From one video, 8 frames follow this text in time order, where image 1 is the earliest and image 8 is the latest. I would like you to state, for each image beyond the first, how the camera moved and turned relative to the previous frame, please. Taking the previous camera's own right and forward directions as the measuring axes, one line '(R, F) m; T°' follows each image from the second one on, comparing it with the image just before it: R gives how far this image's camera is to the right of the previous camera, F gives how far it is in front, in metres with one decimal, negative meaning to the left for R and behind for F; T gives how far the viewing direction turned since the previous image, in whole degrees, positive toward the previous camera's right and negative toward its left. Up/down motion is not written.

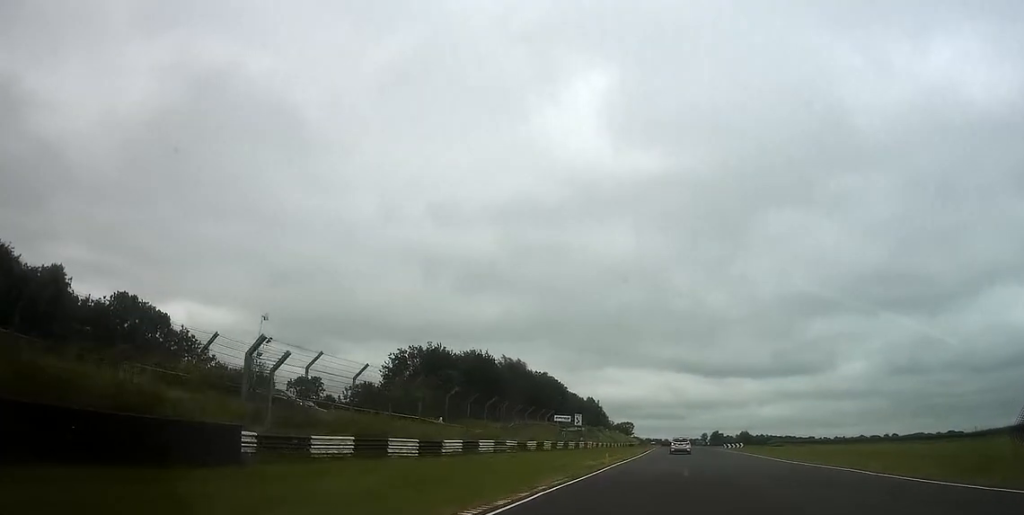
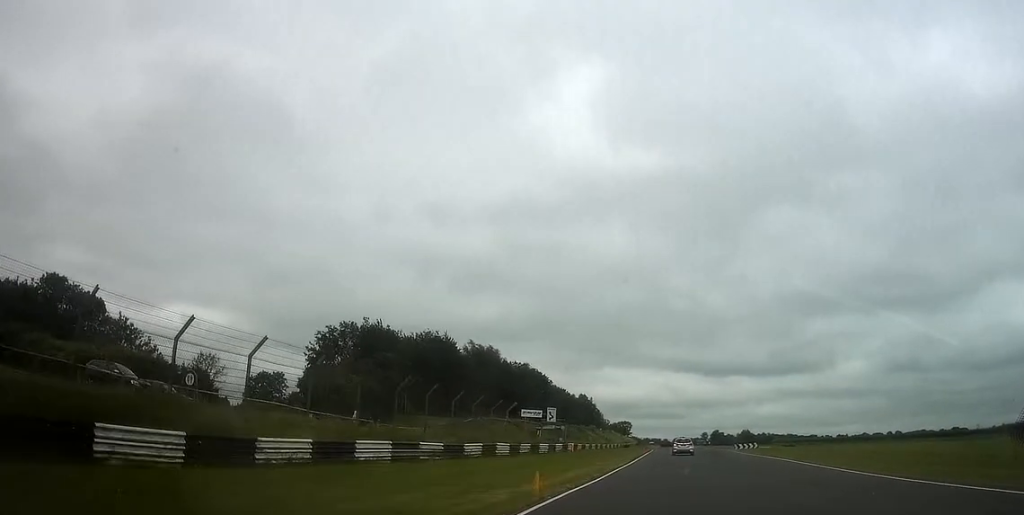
(+0.7, +19.3) m; +4°
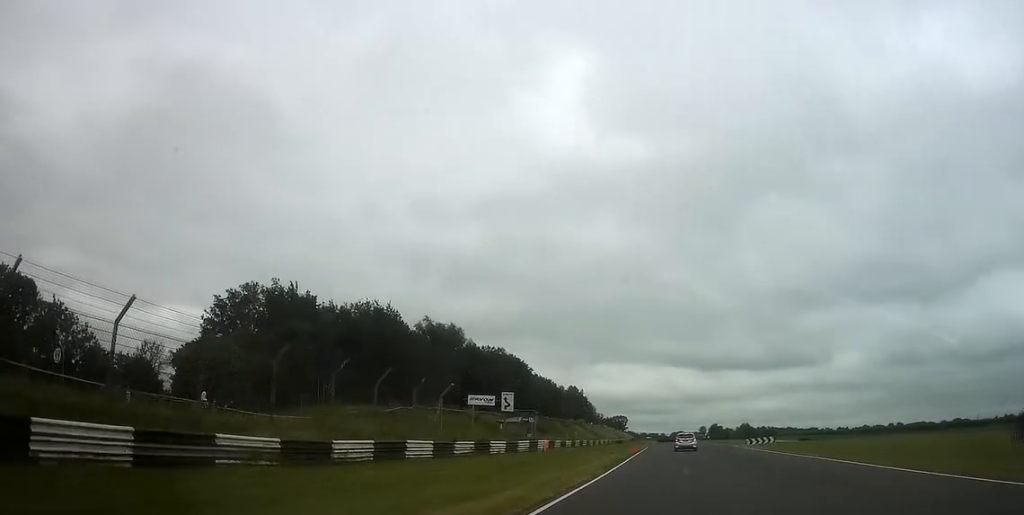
(+0.1, +18.9) m; +3°
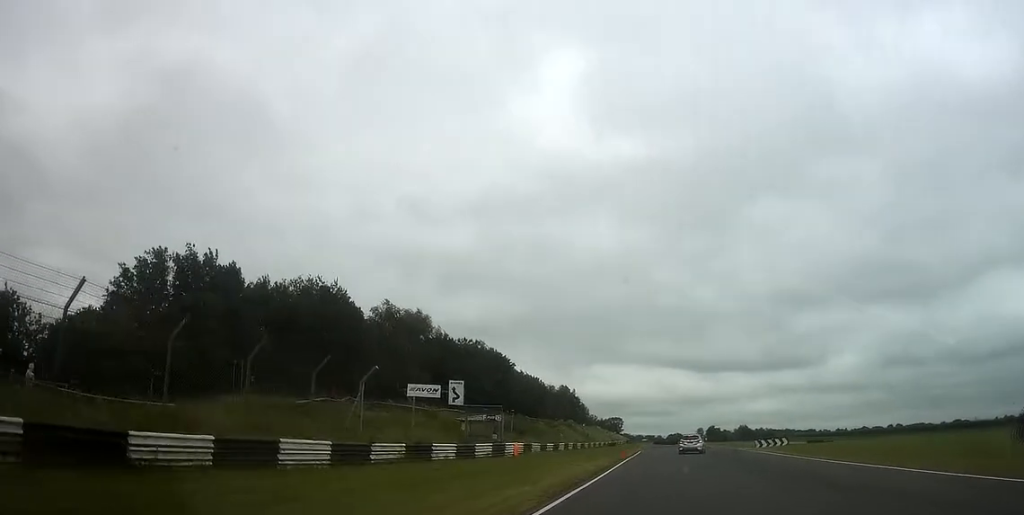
(+0.5, +14.5) m; +1°
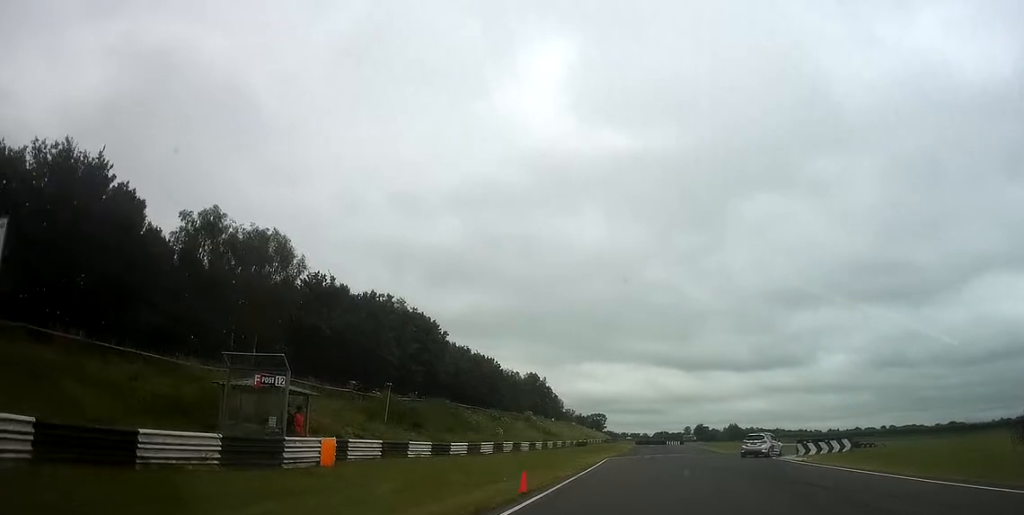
(+1.0, +36.4) m; +3°
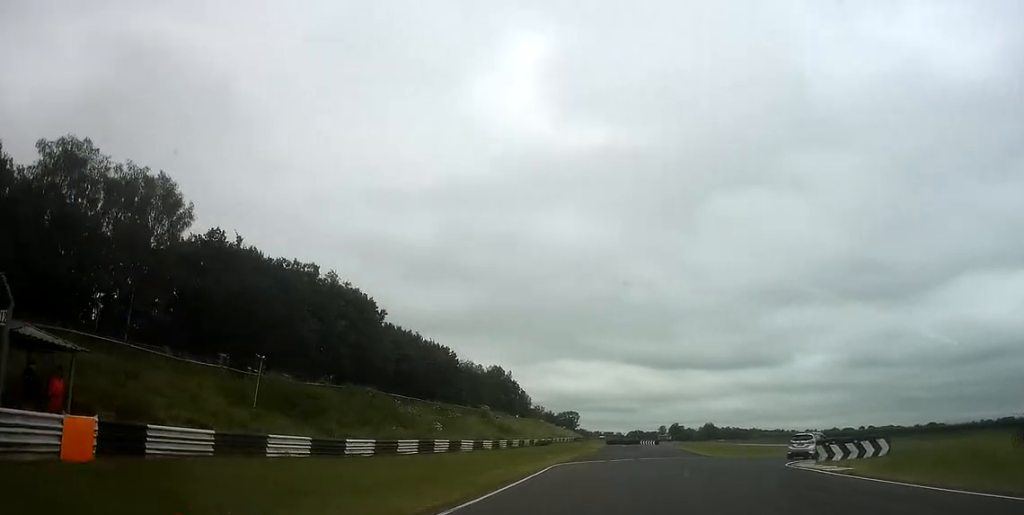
(+0.2, +13.7) m; +3°
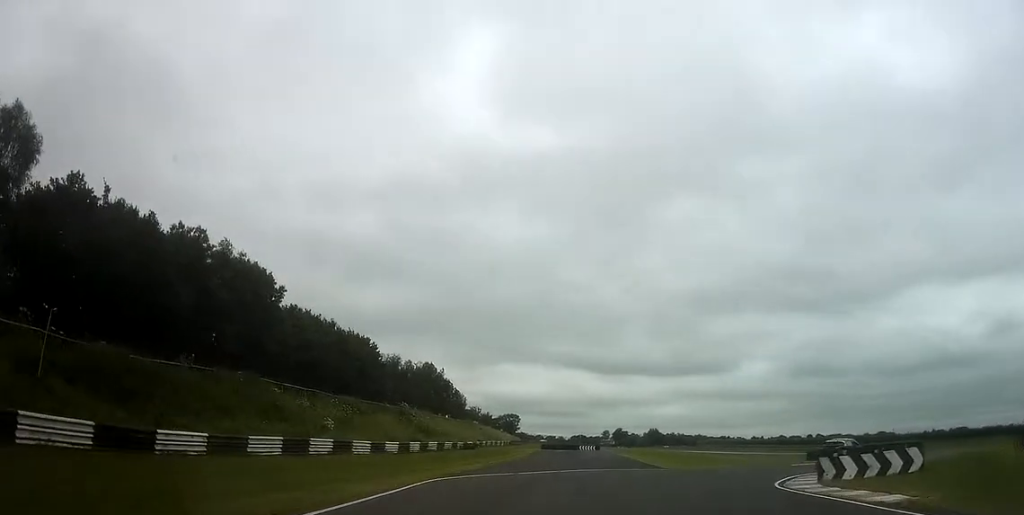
(-0.2, +12.9) m; +4°
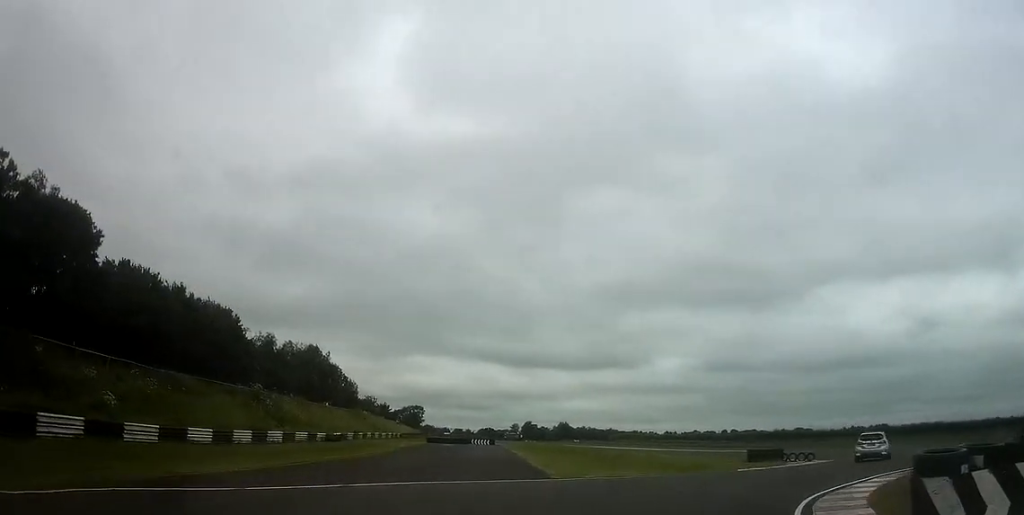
(+1.5, +18.2) m; +7°
